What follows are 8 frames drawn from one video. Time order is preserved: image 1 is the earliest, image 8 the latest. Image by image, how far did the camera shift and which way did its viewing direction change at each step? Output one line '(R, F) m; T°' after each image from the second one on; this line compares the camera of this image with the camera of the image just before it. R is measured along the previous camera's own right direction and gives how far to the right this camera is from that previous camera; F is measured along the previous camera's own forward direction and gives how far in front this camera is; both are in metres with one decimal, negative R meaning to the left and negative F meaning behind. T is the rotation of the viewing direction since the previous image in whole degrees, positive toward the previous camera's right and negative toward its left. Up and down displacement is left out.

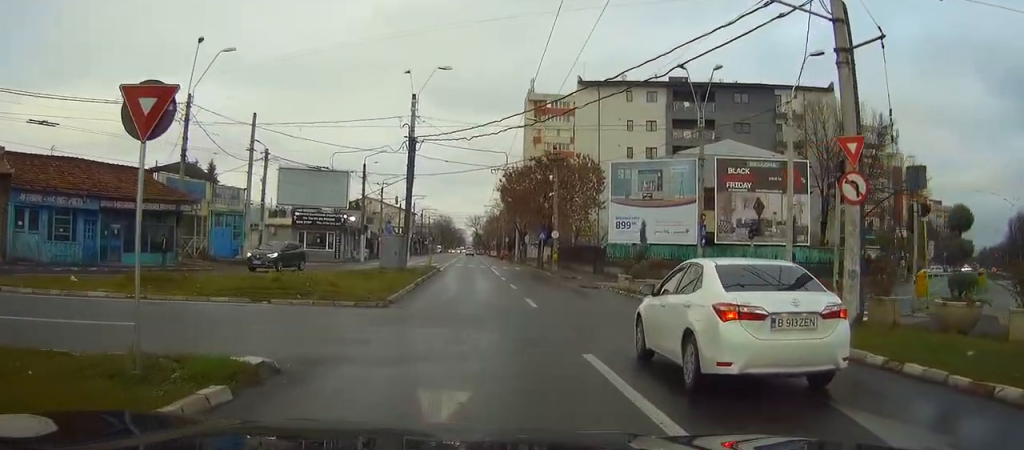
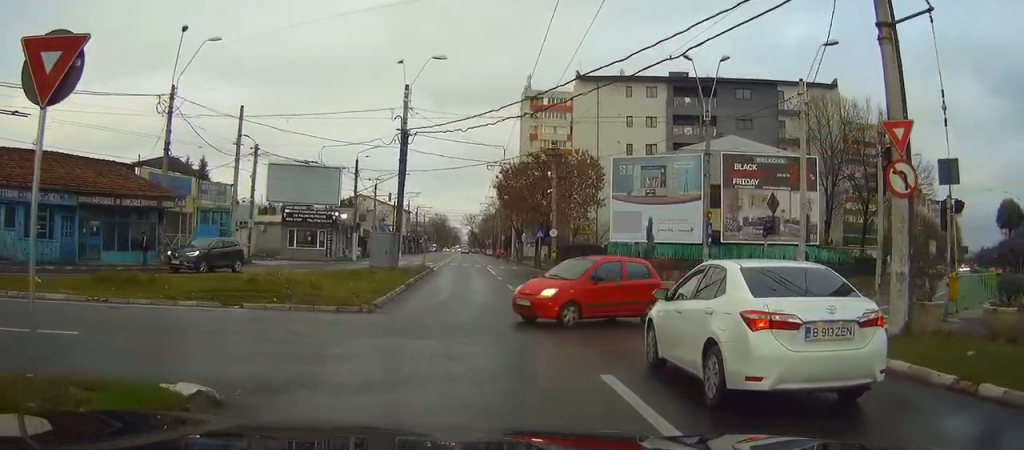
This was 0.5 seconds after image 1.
(0.0, +2.3) m; +2°
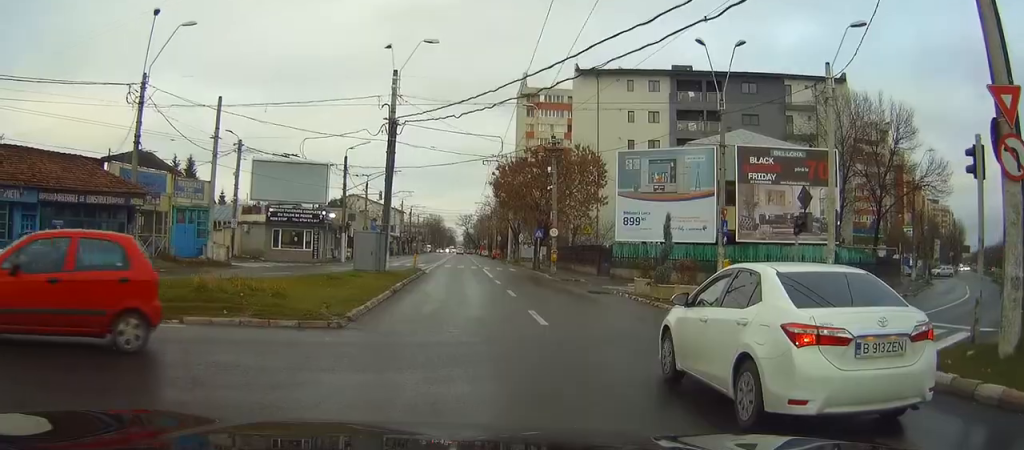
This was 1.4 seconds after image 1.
(+0.2, +3.2) m; +6°
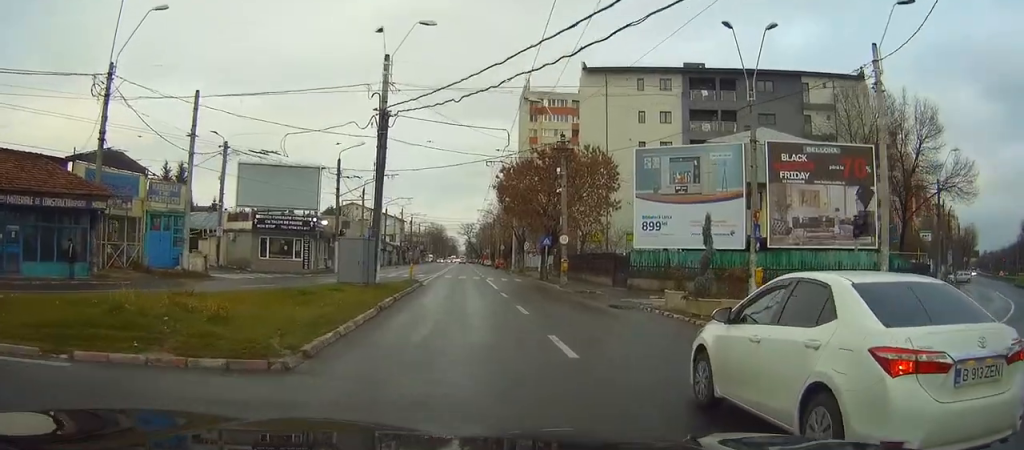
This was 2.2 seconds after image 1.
(+0.1, +3.4) m; -1°
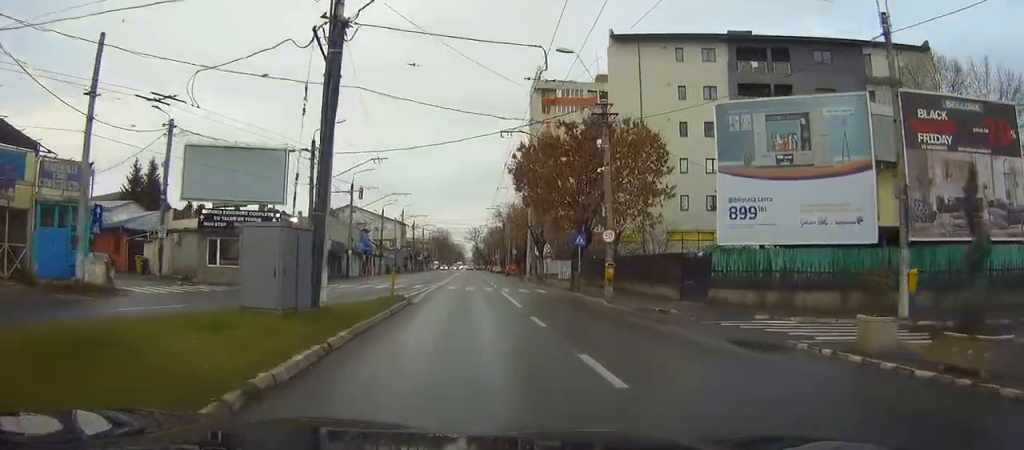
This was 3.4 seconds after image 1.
(-0.2, +8.7) m; -2°
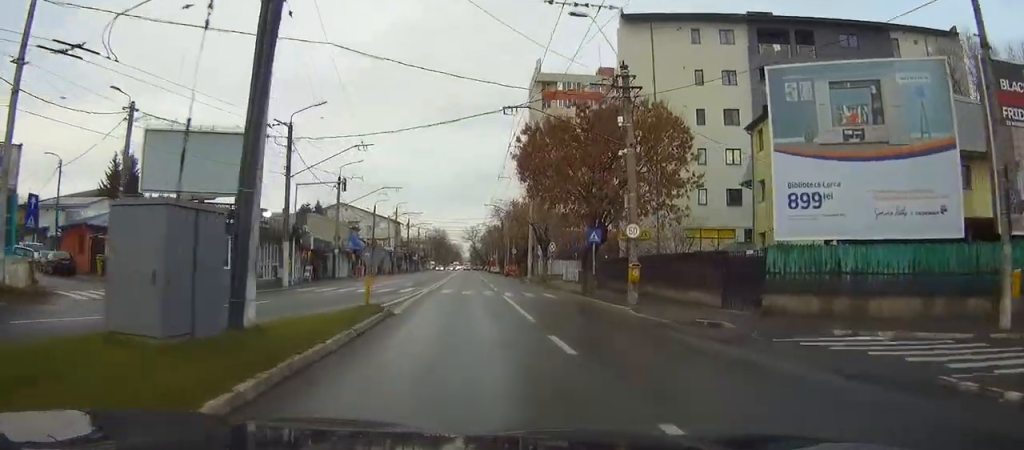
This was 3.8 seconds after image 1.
(0.0, +4.7) m; 0°
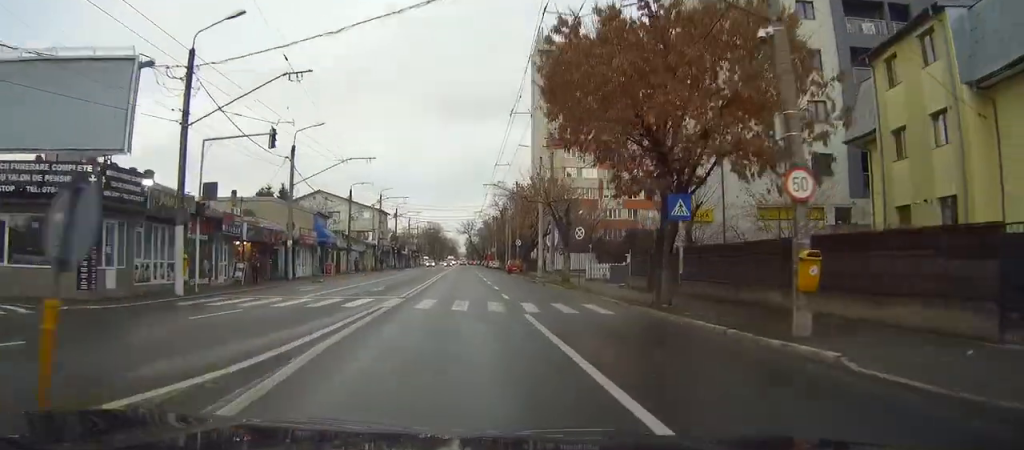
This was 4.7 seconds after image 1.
(0.0, +12.7) m; 0°
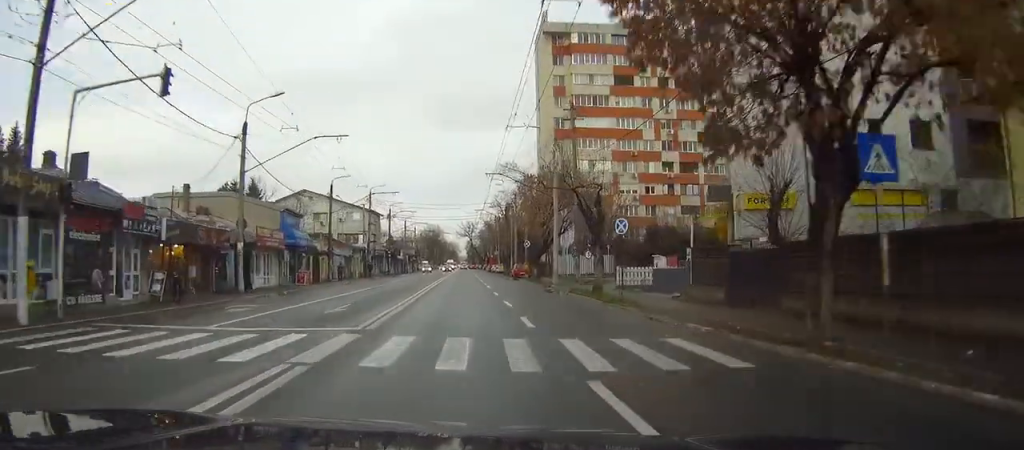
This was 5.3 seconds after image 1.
(0.0, +9.1) m; 0°
